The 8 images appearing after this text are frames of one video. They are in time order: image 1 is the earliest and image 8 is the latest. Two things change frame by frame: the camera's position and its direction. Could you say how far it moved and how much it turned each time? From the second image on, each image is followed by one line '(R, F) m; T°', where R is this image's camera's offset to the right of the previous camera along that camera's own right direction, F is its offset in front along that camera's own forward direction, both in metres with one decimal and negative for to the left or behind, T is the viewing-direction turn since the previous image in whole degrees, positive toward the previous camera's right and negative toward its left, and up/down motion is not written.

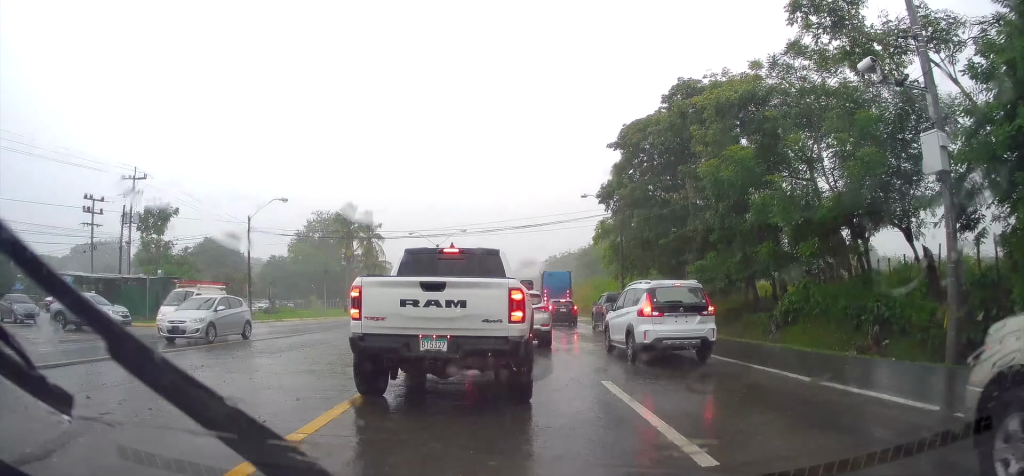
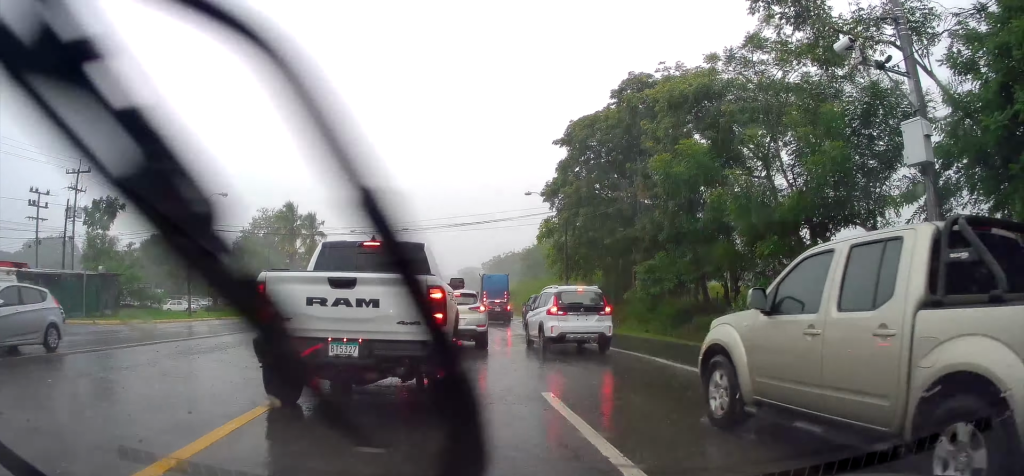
(+0.5, +1.8) m; +7°
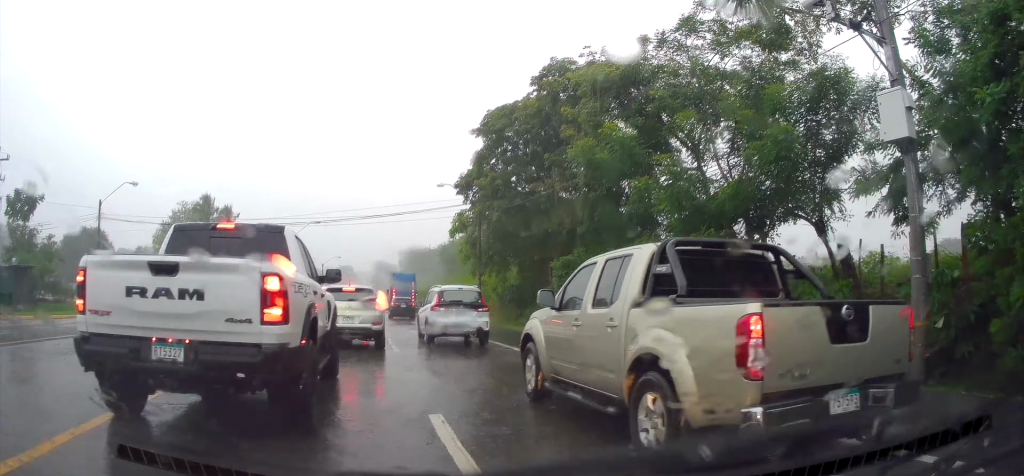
(+0.2, +2.0) m; +5°
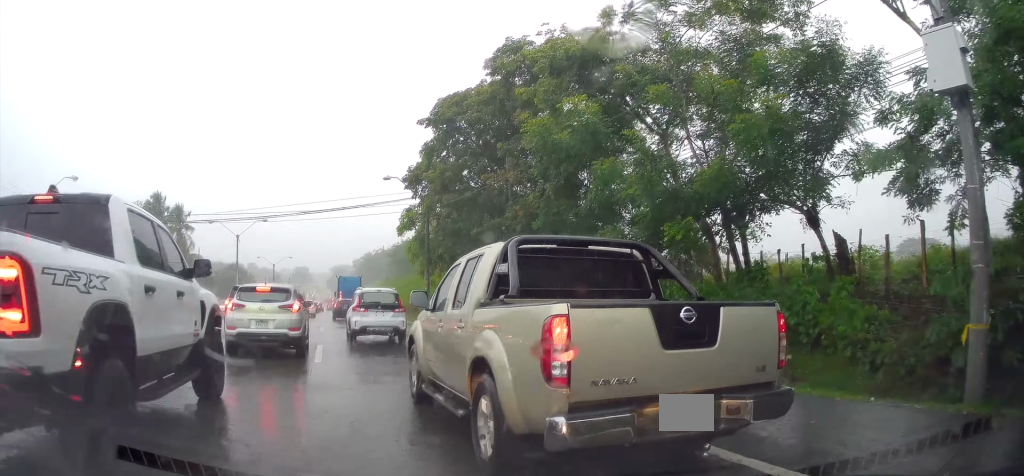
(-0.1, +2.1) m; -1°
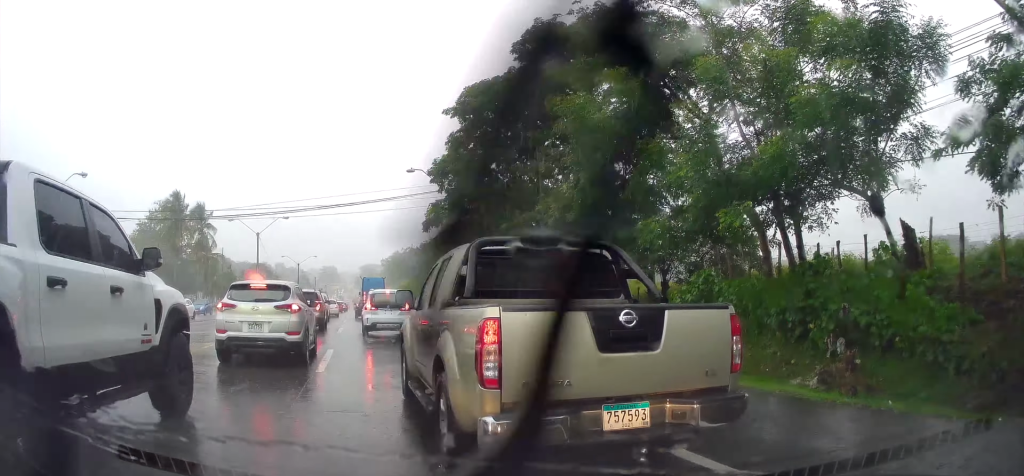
(0.0, +2.3) m; -2°
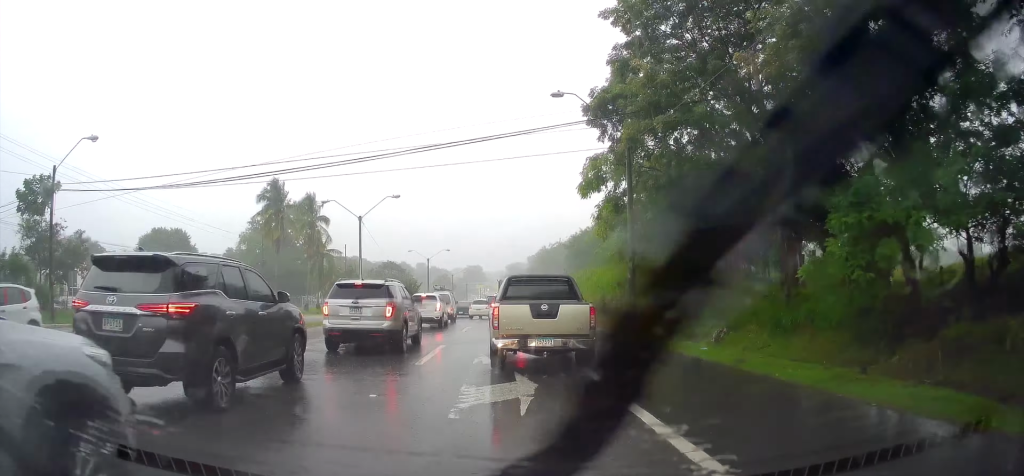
(-1.3, +12.5) m; -10°
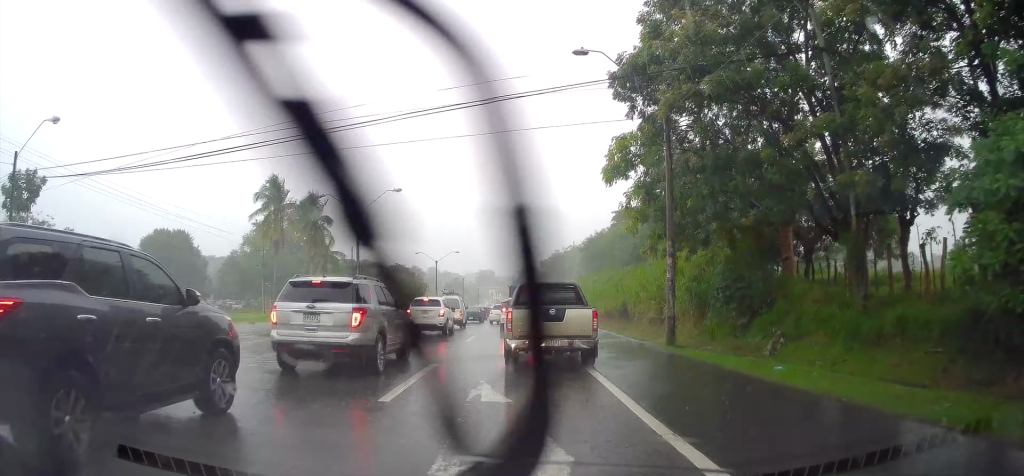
(-0.1, +3.6) m; -1°
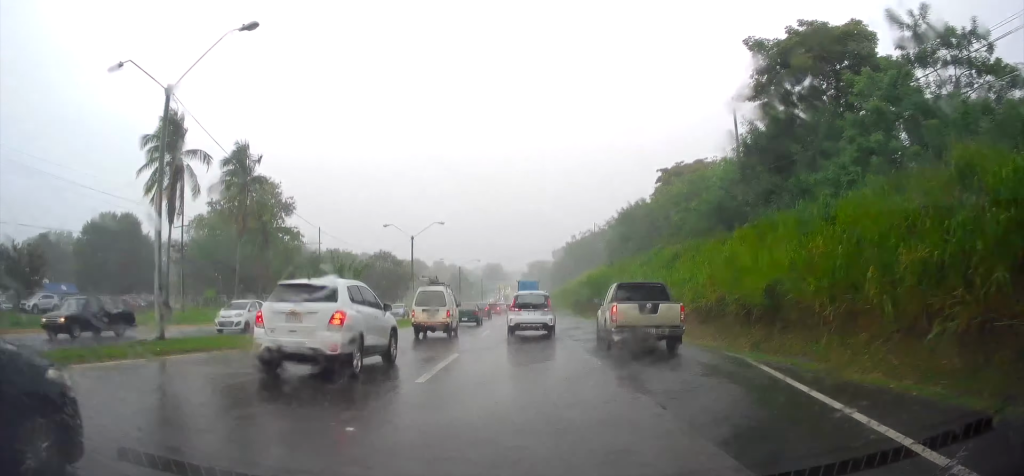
(-0.7, +20.1) m; -2°
